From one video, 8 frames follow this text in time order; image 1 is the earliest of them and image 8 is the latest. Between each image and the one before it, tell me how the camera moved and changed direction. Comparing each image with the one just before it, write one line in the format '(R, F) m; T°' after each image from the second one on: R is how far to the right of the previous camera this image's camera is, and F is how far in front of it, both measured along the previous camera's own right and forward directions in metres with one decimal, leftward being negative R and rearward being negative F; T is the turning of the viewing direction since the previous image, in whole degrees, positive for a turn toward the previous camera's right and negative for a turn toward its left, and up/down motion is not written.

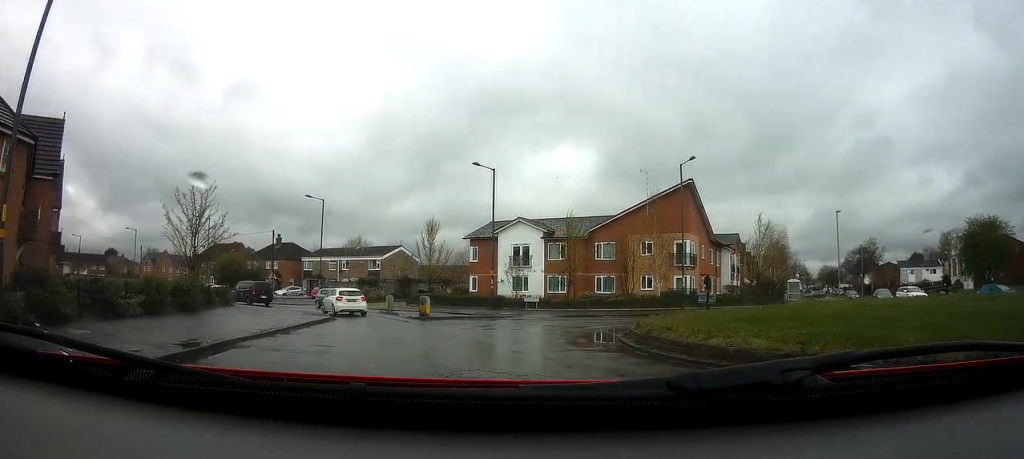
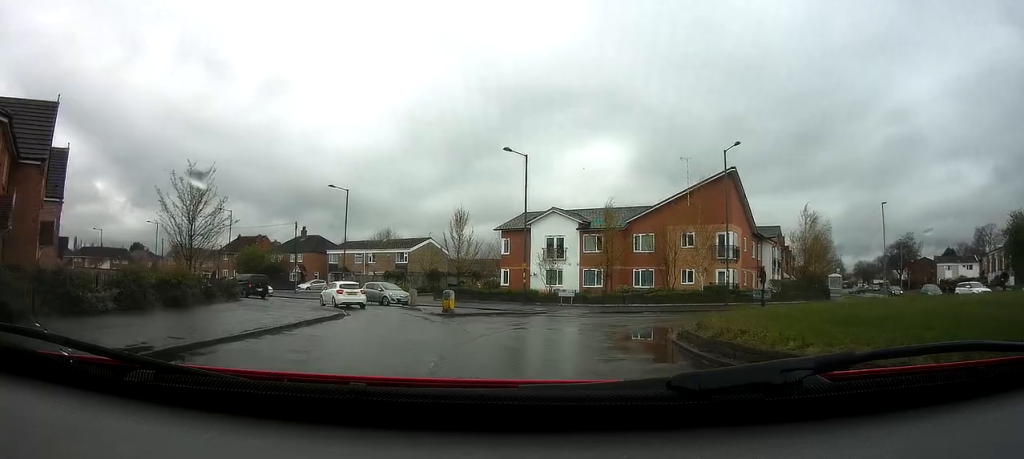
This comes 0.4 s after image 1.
(-0.2, +2.6) m; -3°
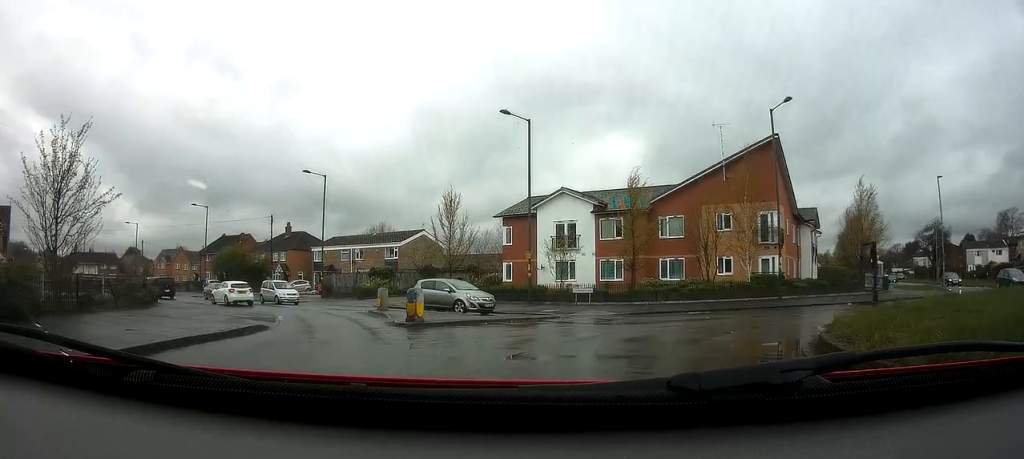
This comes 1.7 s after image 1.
(-0.2, +7.6) m; +3°
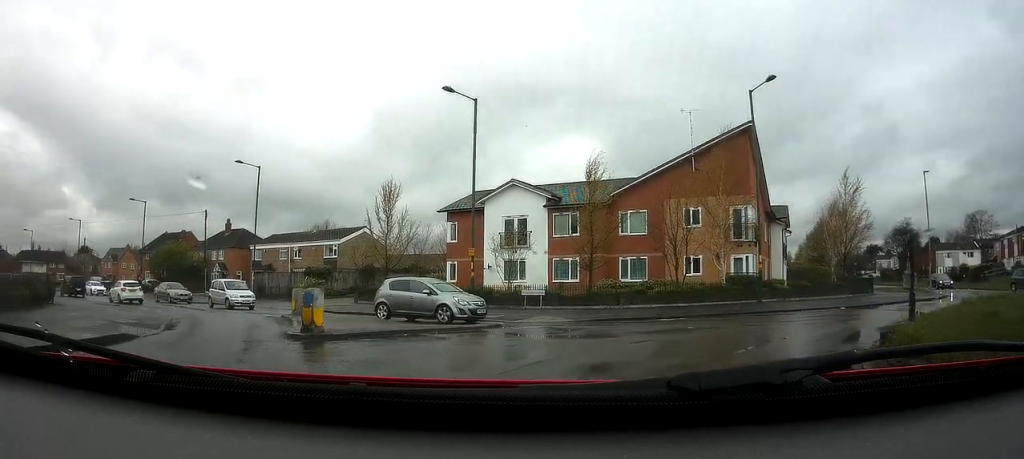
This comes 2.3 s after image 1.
(+0.3, +3.9) m; +6°
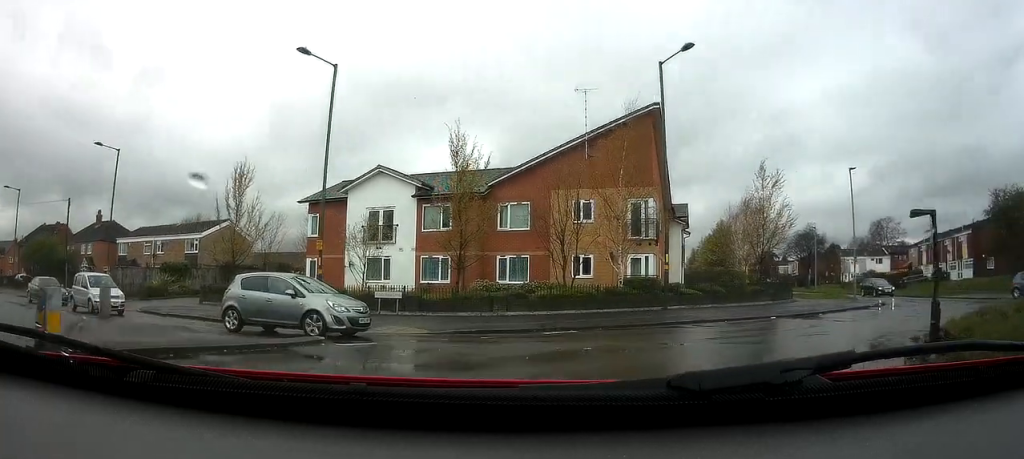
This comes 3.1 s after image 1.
(+0.3, +4.6) m; +7°
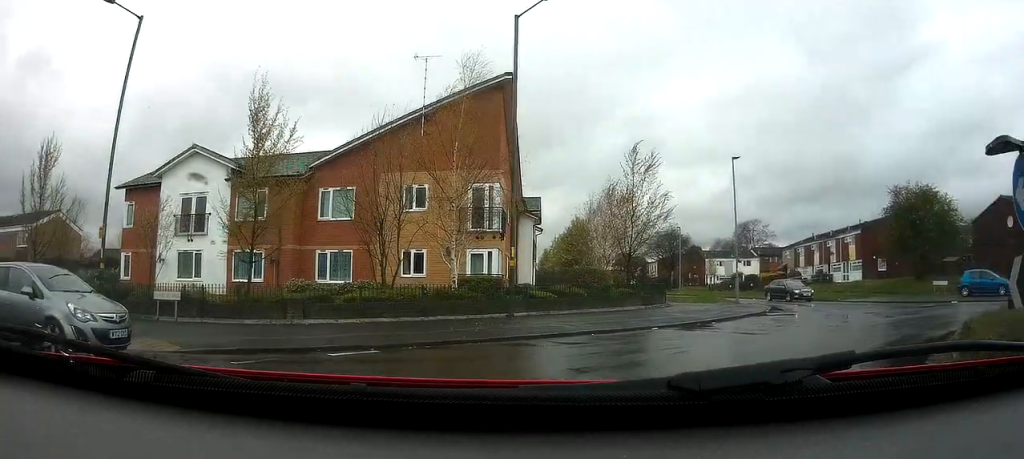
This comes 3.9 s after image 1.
(+0.3, +4.7) m; +10°
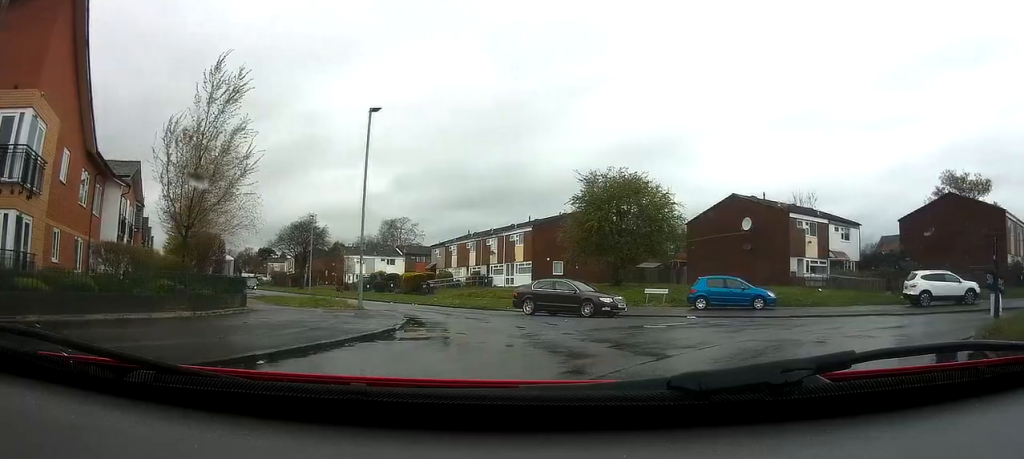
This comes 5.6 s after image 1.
(+2.5, +8.6) m; +40°
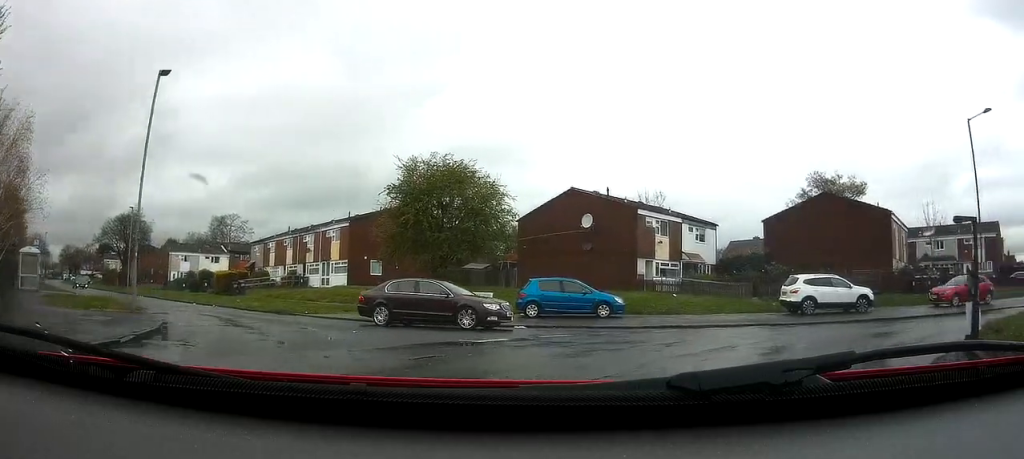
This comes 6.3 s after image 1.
(+0.8, +3.7) m; +17°
